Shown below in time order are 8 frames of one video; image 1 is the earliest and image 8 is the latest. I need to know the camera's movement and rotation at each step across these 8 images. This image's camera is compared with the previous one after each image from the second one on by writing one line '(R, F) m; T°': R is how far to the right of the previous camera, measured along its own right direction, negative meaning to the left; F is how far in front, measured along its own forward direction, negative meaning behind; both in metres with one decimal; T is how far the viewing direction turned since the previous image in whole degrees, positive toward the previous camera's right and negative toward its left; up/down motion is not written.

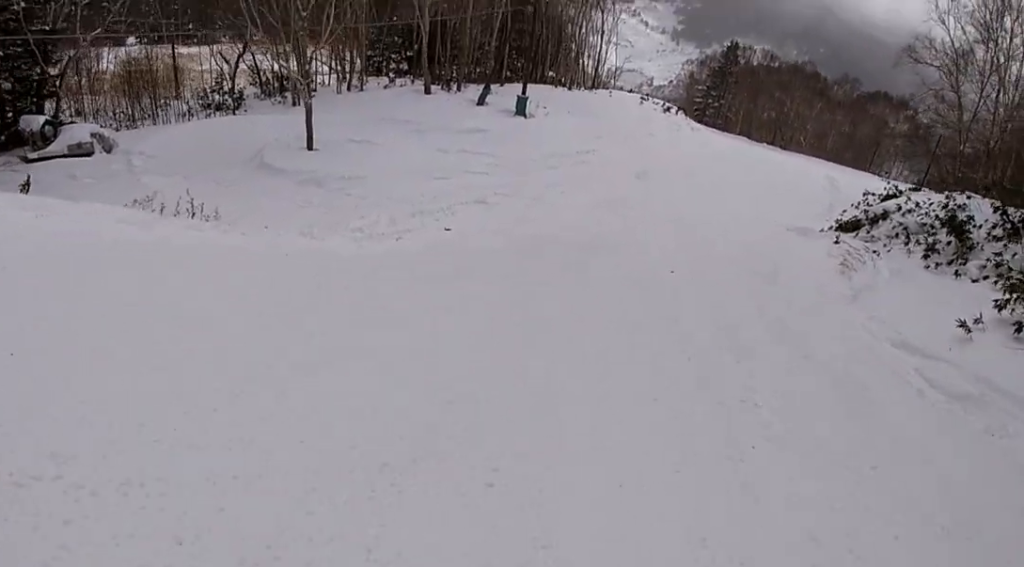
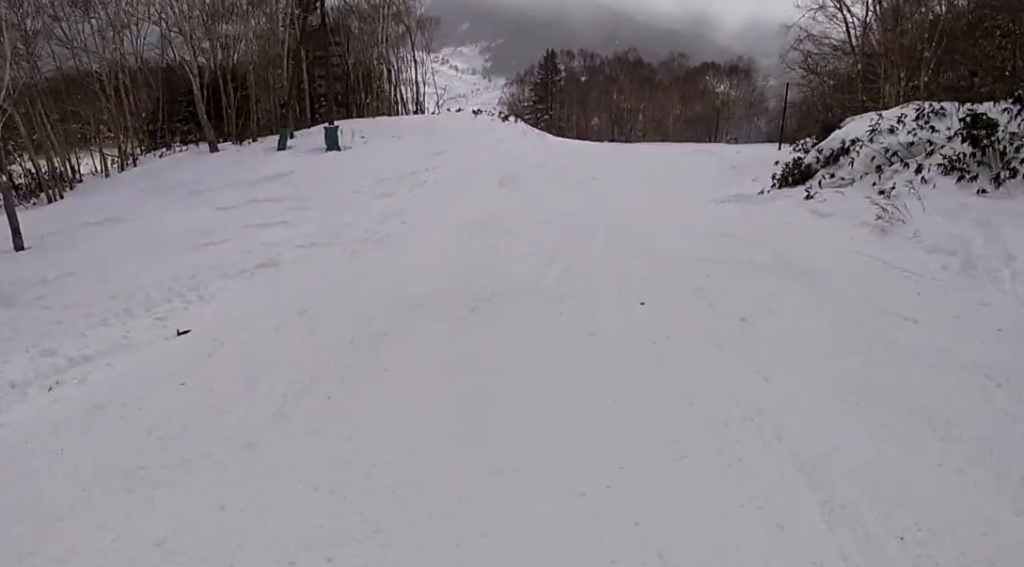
(+0.3, +9.4) m; +6°
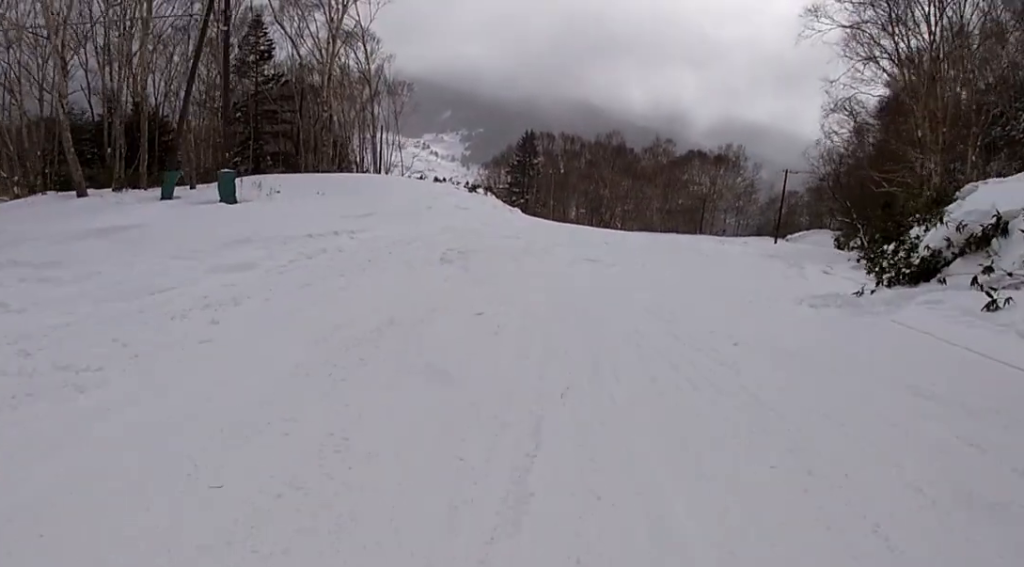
(+0.5, +8.2) m; +4°
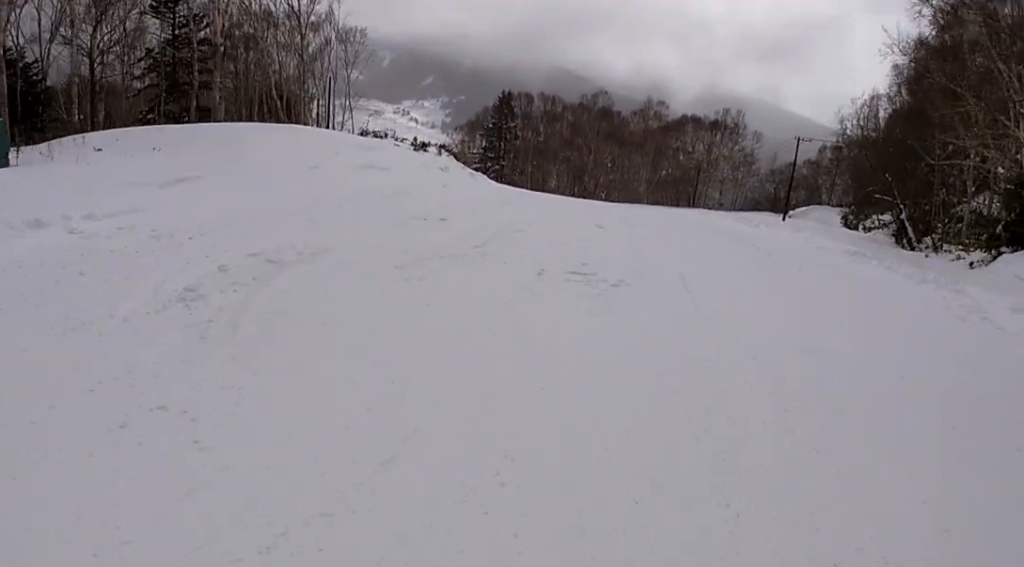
(0.0, +8.1) m; +2°
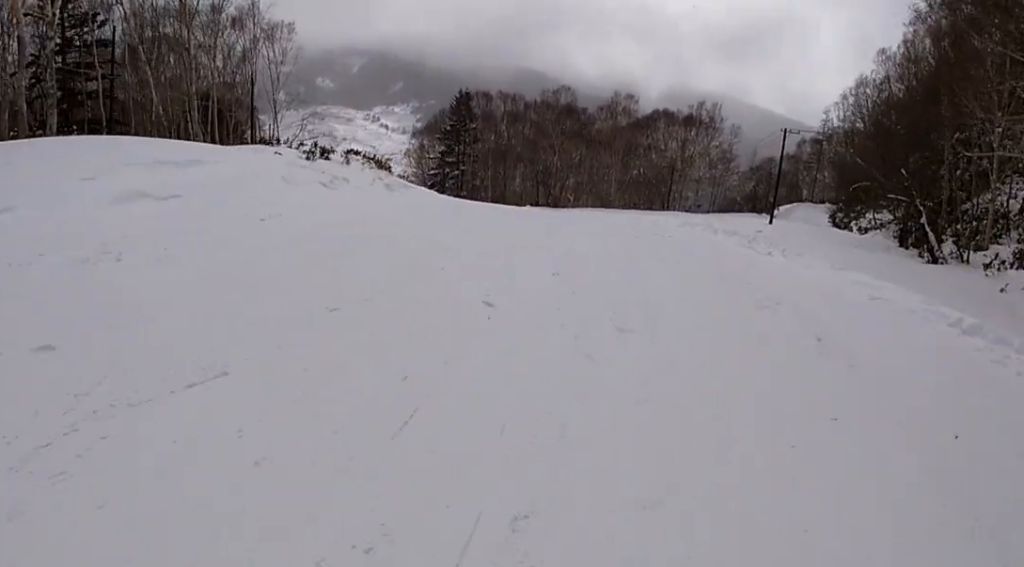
(+0.3, +6.8) m; -3°
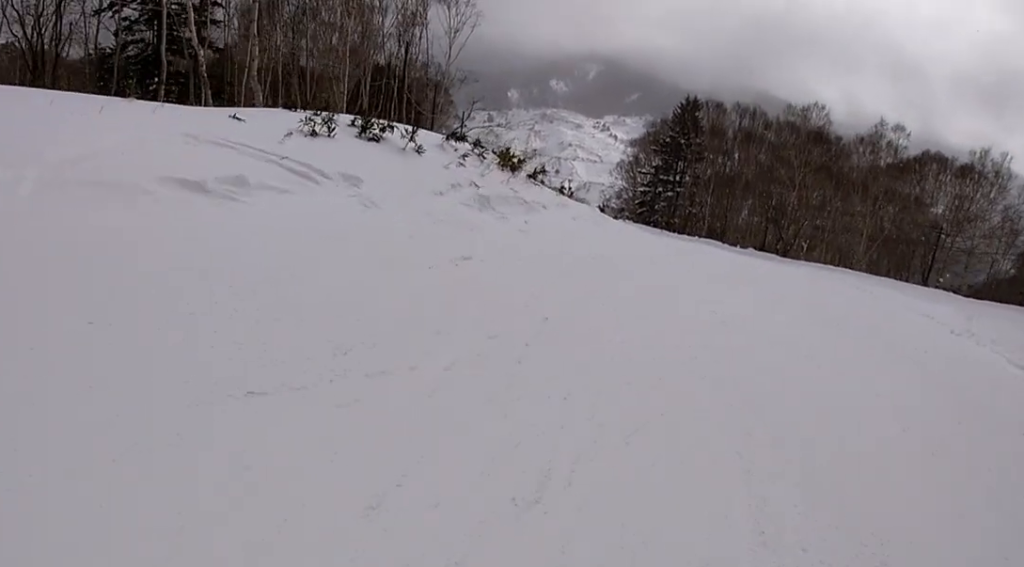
(-1.5, +12.2) m; -9°
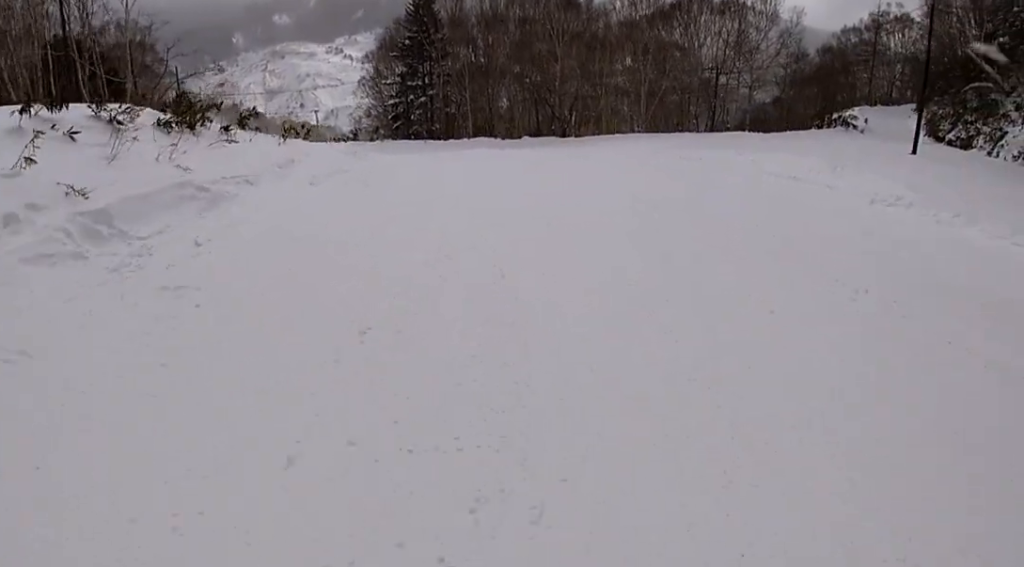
(+0.1, +8.4) m; +12°
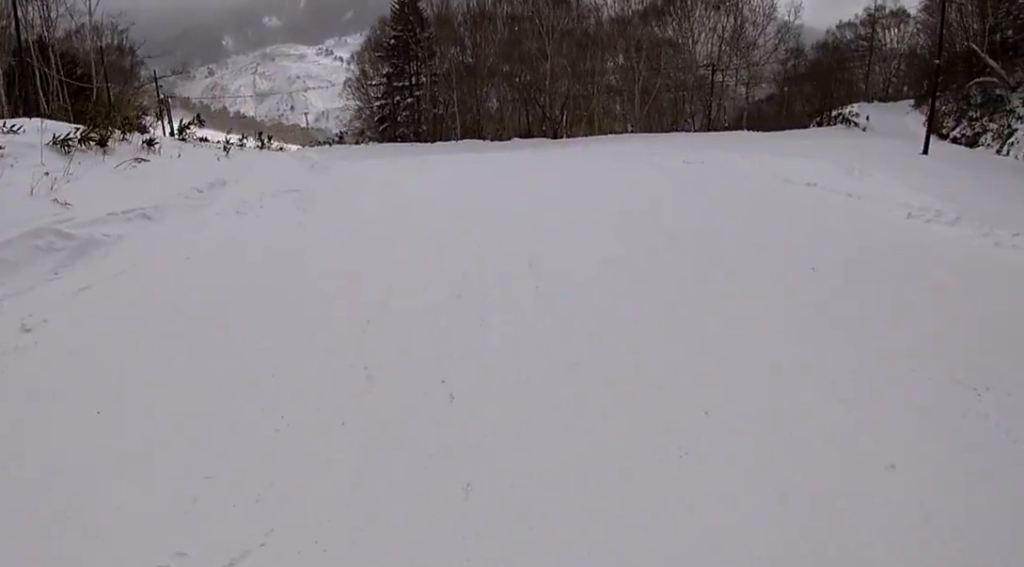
(+0.6, +2.2) m; +4°
